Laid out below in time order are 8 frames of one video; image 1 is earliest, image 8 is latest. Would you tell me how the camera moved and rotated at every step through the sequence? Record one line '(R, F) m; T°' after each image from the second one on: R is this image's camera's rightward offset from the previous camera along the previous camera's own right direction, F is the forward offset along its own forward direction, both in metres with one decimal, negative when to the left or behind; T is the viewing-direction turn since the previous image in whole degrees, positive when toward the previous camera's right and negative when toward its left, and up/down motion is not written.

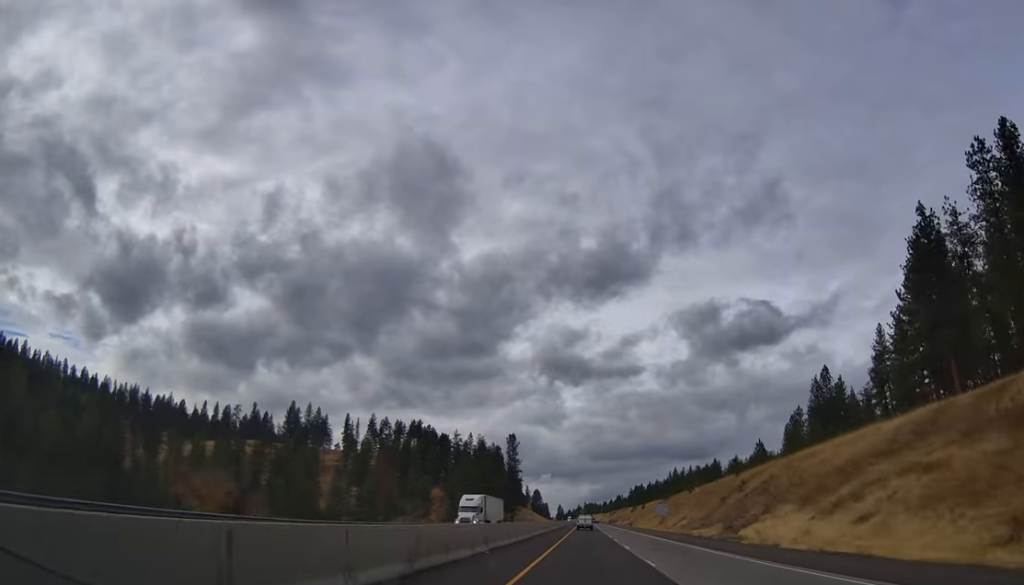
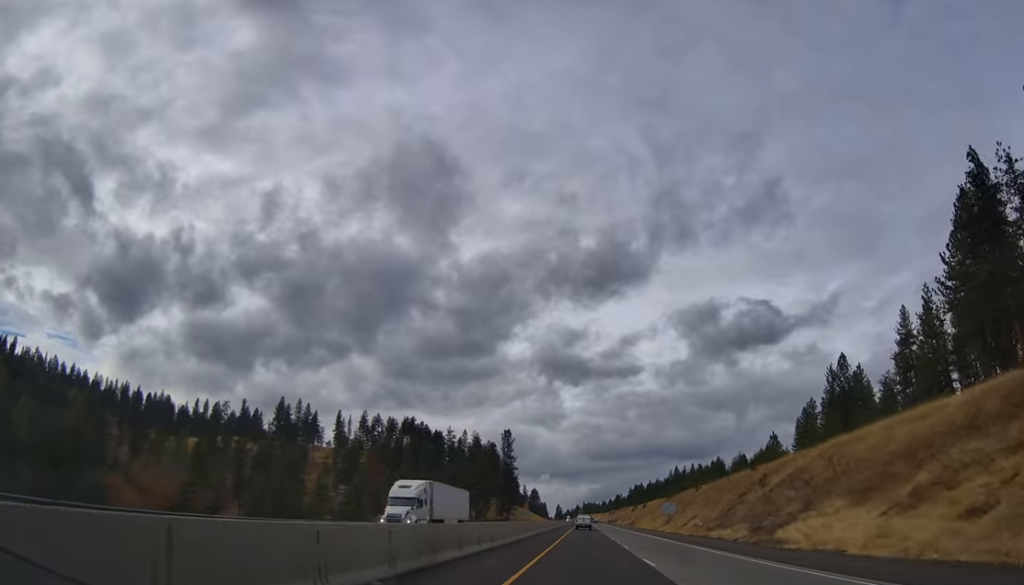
(-0.4, +12.3) m; 0°
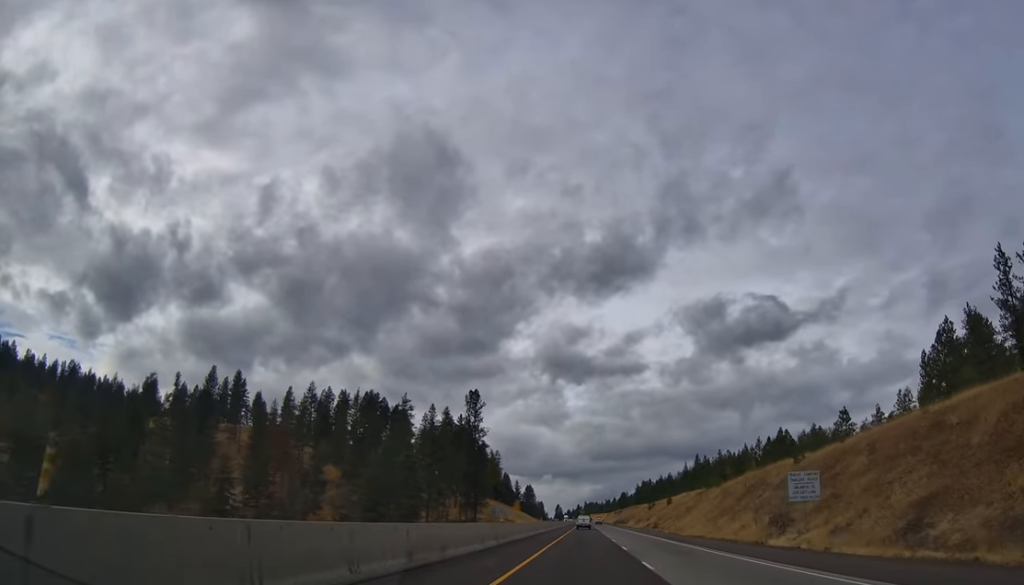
(+1.0, +72.5) m; +1°
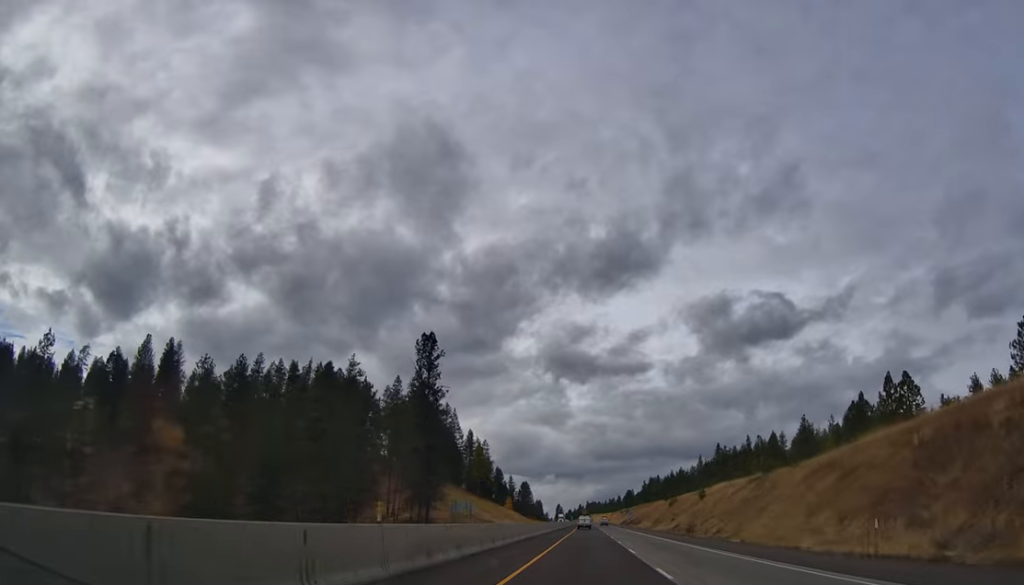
(+0.5, +51.0) m; 0°
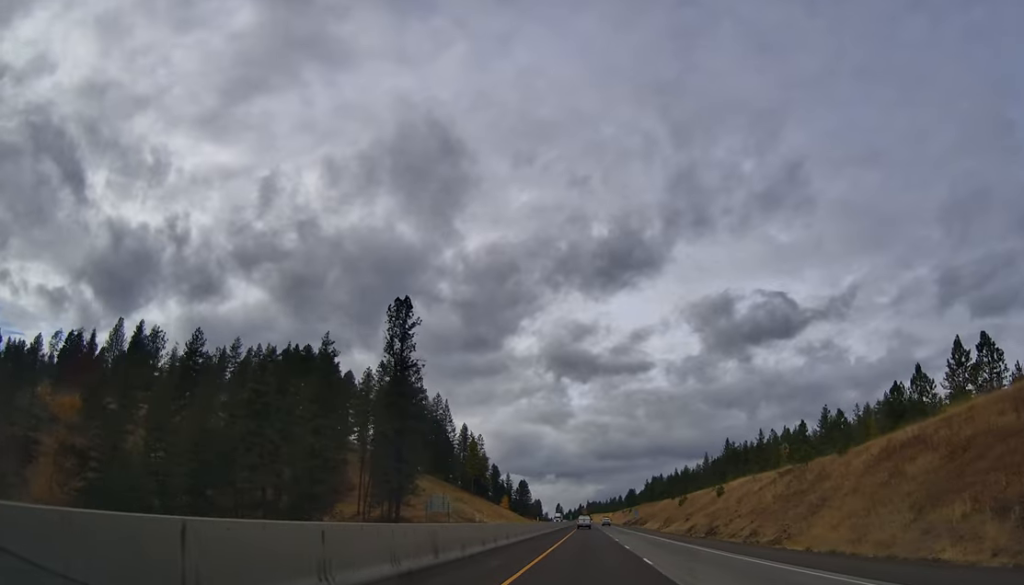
(-0.1, +18.3) m; 0°
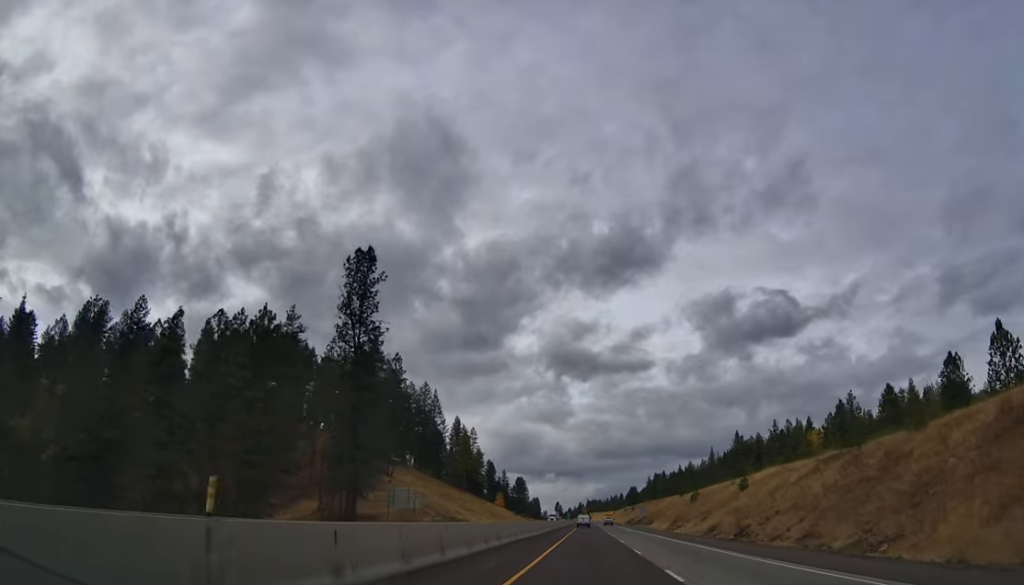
(-0.4, +18.4) m; 0°
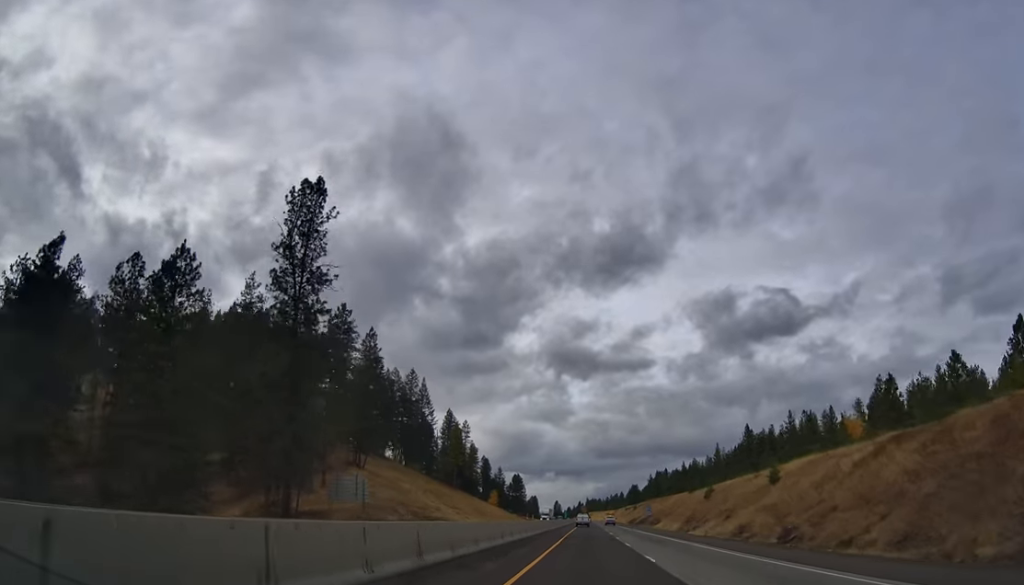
(+0.2, +17.5) m; 0°
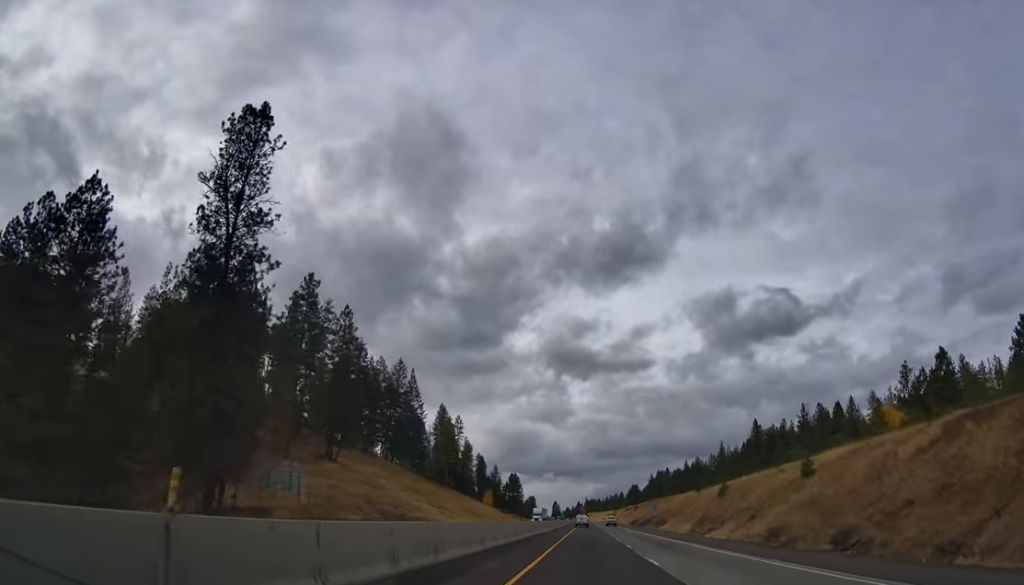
(+0.2, +13.4) m; 0°
